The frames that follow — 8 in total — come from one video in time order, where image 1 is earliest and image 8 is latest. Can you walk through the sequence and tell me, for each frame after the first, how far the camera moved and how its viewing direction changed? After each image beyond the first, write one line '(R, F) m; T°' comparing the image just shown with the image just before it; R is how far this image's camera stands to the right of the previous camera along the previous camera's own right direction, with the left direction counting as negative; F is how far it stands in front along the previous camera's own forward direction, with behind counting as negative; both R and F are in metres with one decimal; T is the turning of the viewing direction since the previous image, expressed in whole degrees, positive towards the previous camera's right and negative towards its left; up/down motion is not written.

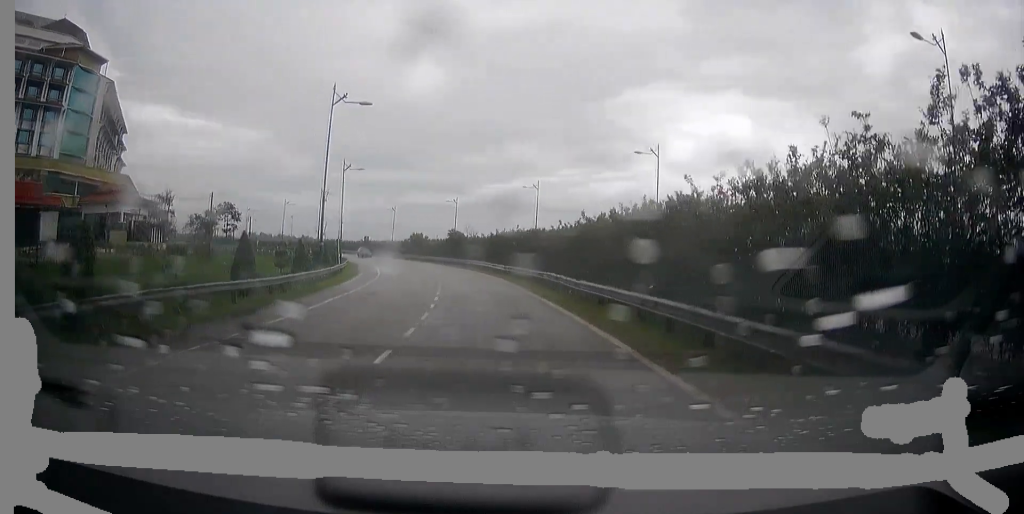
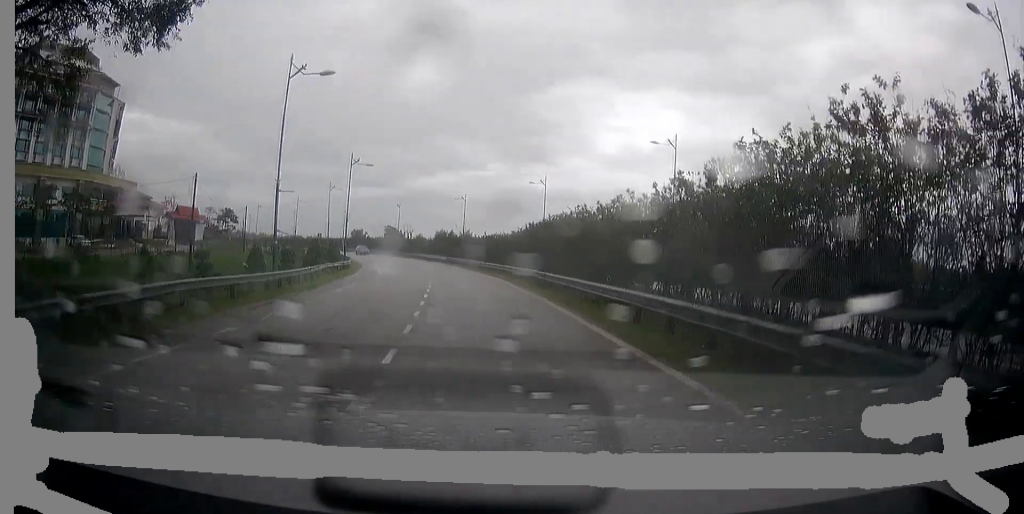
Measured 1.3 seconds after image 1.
(-2.2, +29.2) m; -9°
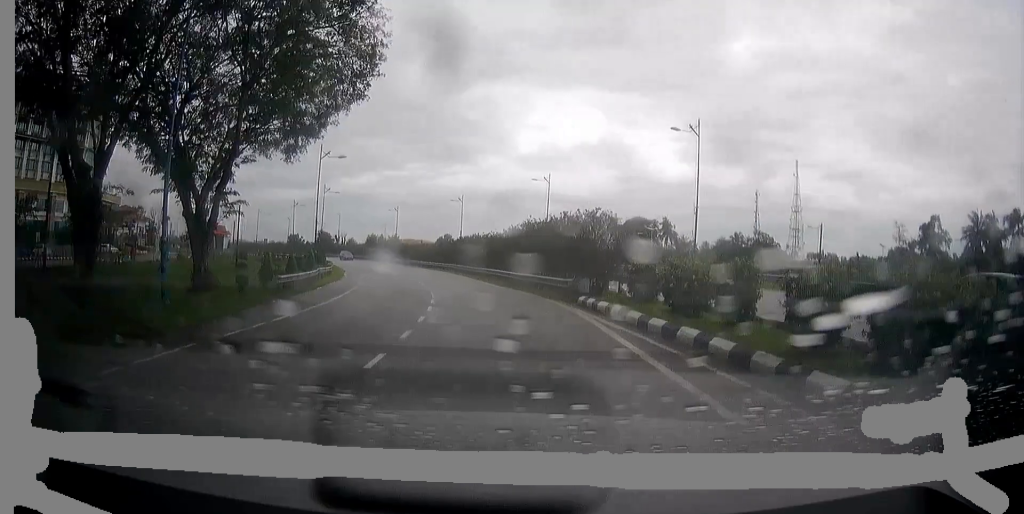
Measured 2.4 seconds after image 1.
(-1.6, +25.2) m; -7°
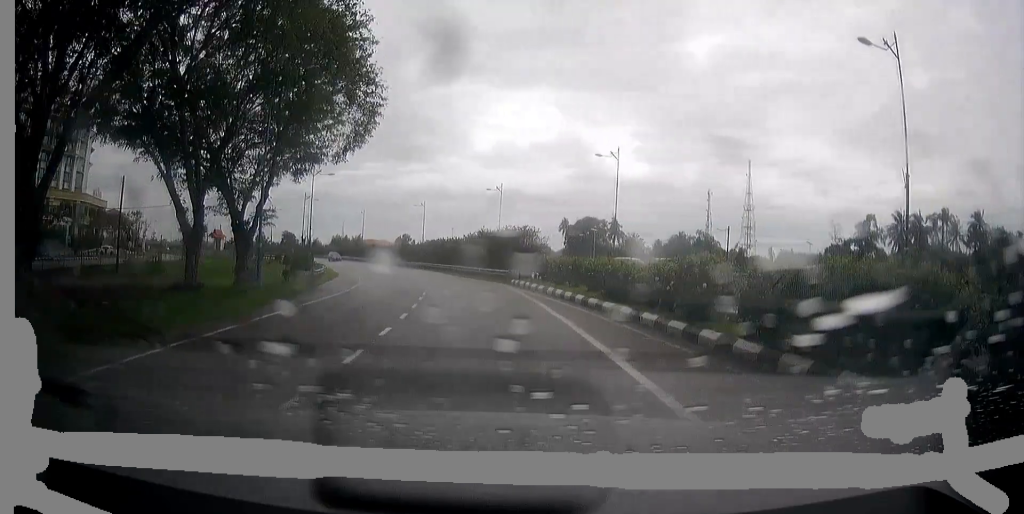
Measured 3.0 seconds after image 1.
(-0.4, +13.3) m; -4°
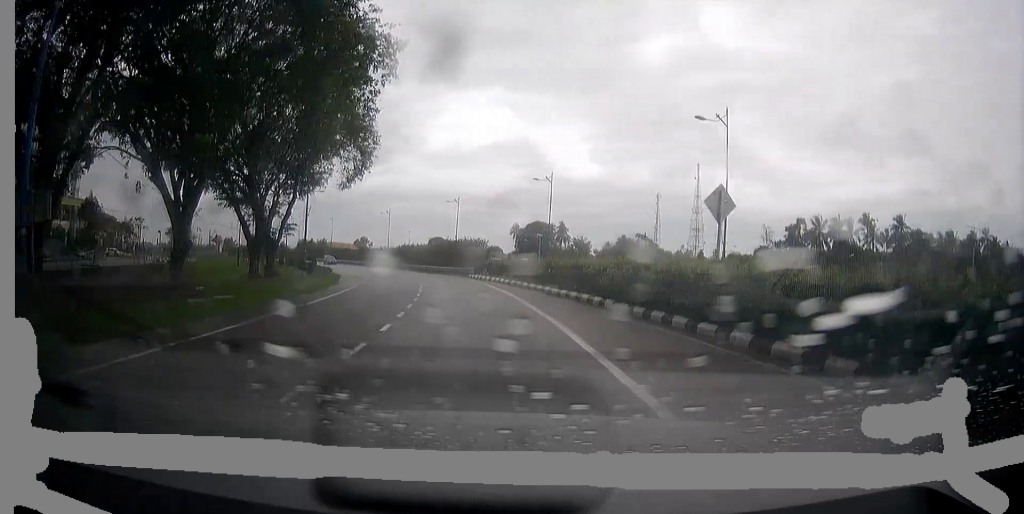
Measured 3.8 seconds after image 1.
(-0.4, +16.1) m; -5°
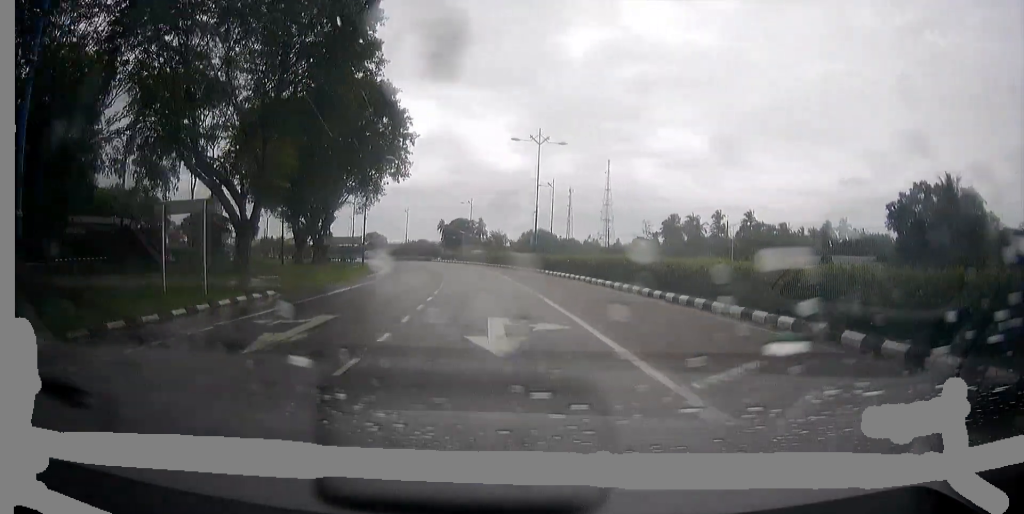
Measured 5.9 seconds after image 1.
(-5.1, +45.0) m; -10°
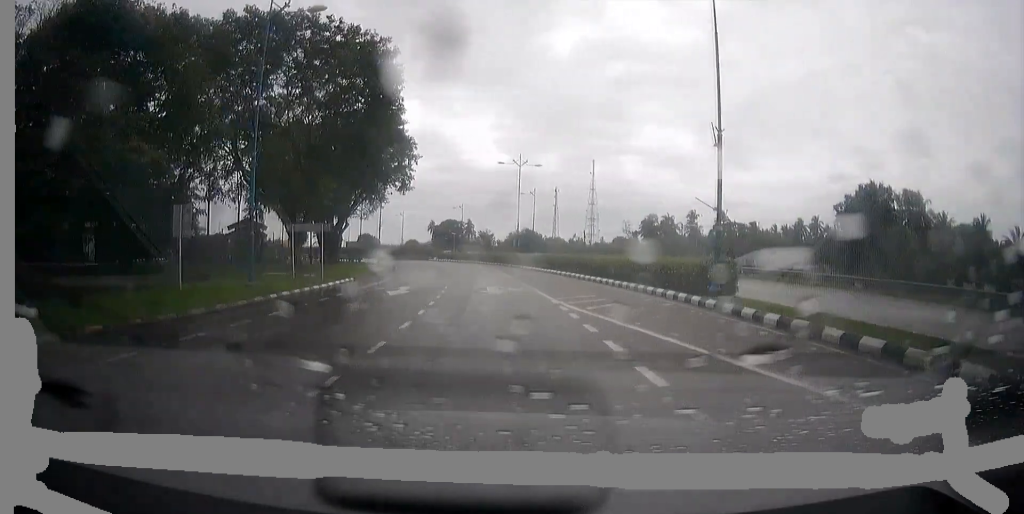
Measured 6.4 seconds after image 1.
(-0.1, +12.3) m; -1°
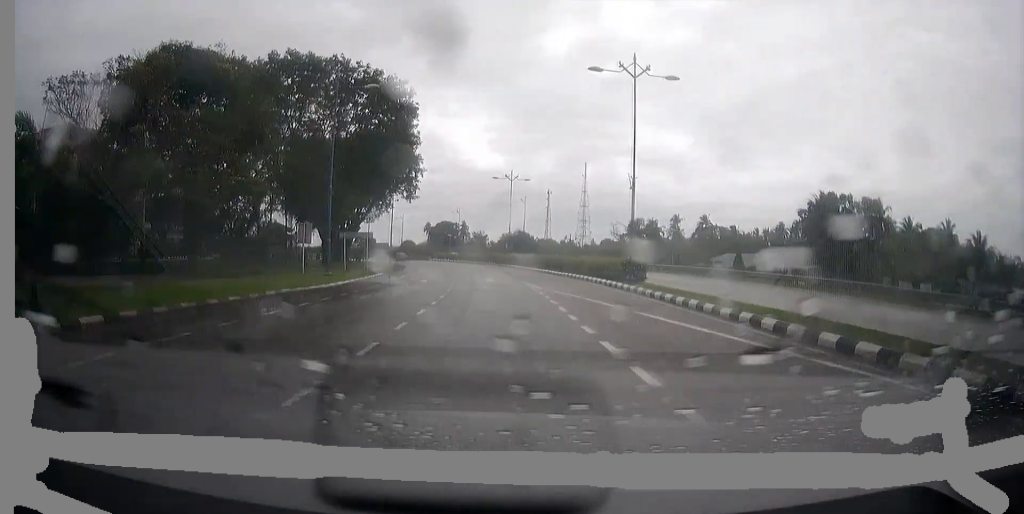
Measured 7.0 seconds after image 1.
(-0.1, +11.6) m; -1°
